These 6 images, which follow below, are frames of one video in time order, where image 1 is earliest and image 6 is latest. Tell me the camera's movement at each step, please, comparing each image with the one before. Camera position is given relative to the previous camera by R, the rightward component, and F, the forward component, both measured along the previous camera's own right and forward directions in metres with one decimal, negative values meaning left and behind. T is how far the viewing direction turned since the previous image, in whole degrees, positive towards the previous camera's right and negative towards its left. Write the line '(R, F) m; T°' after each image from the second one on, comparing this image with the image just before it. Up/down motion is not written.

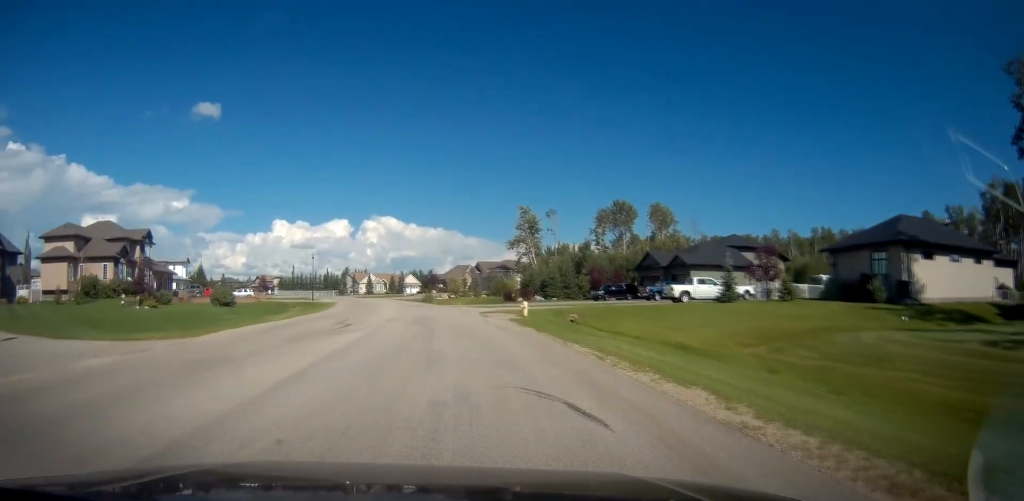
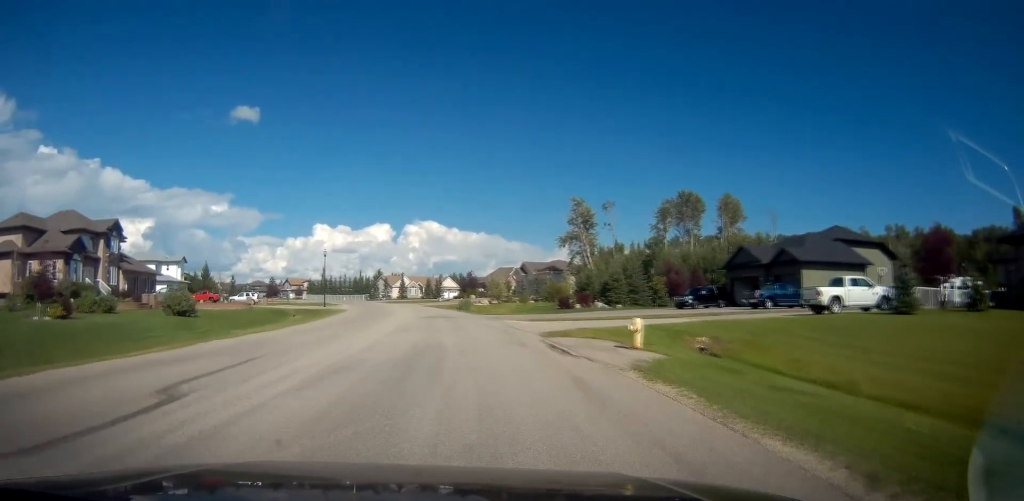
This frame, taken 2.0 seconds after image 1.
(+0.1, +15.4) m; +1°
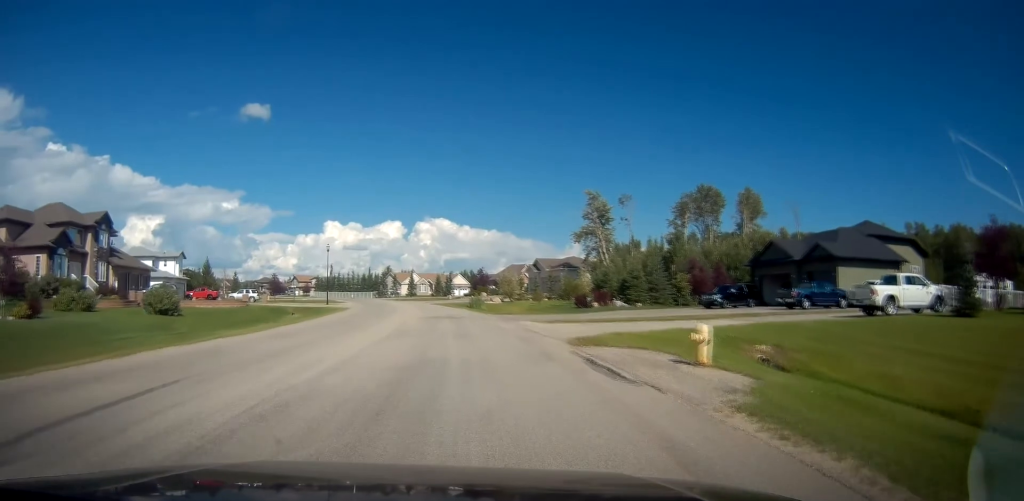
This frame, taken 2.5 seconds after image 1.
(-0.2, +3.9) m; -2°
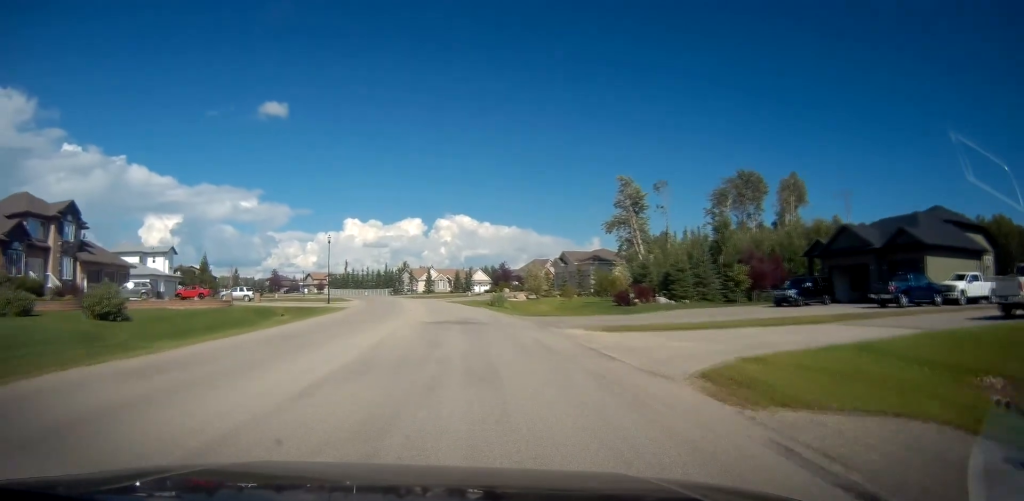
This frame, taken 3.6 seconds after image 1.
(-0.3, +8.6) m; -2°
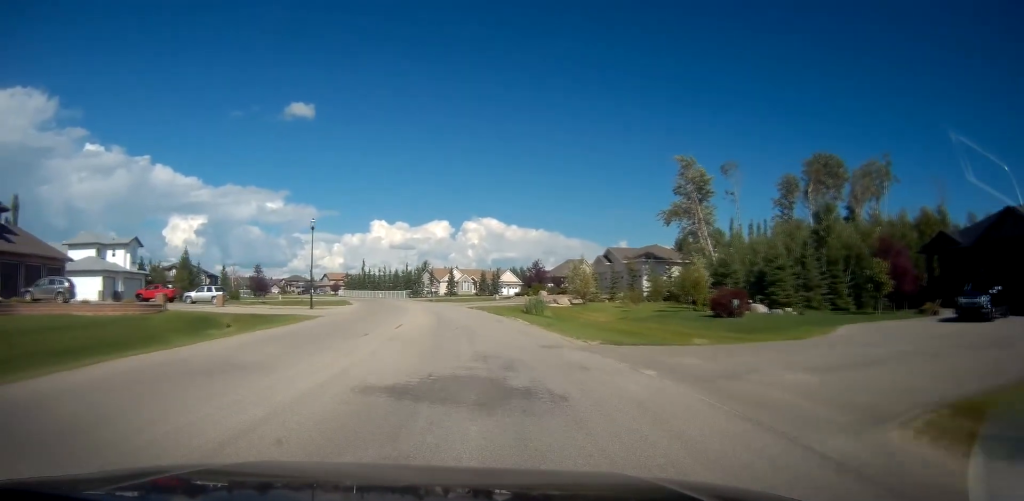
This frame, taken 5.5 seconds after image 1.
(-0.4, +15.4) m; -3°
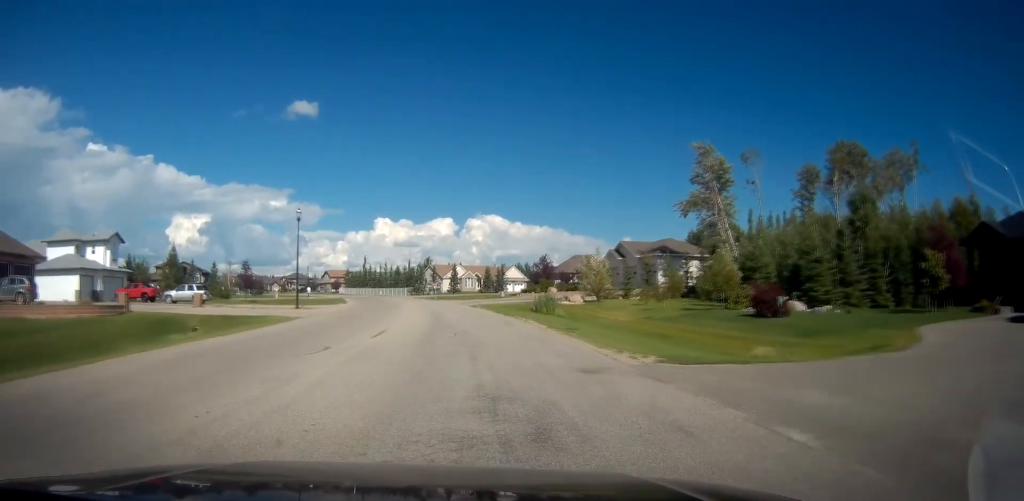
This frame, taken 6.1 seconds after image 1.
(-0.2, +4.8) m; 0°
